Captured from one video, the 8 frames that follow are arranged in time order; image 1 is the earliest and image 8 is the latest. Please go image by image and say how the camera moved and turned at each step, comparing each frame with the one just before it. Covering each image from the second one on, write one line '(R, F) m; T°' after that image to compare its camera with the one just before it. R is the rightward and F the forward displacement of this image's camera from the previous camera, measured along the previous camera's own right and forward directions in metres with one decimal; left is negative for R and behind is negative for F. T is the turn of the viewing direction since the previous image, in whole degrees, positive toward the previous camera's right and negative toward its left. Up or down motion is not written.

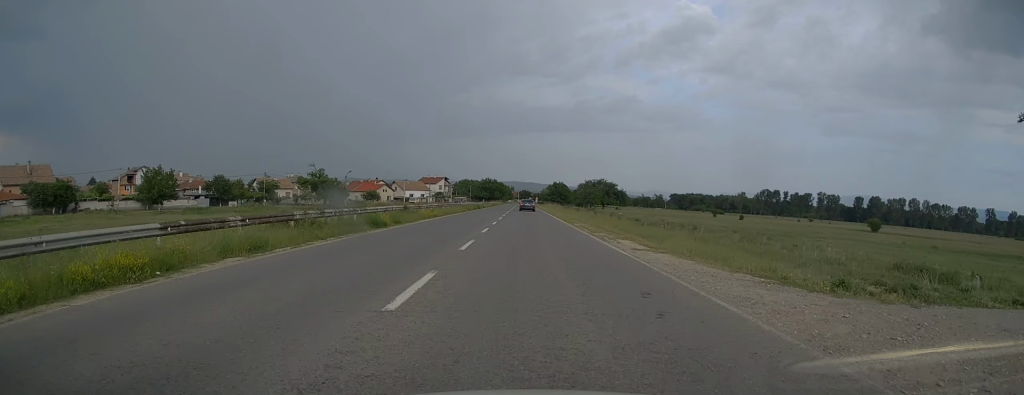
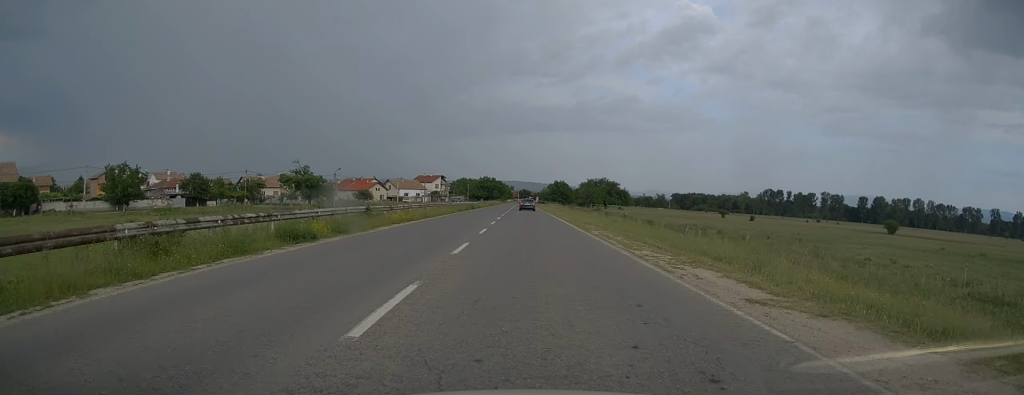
(0.0, +9.1) m; 0°
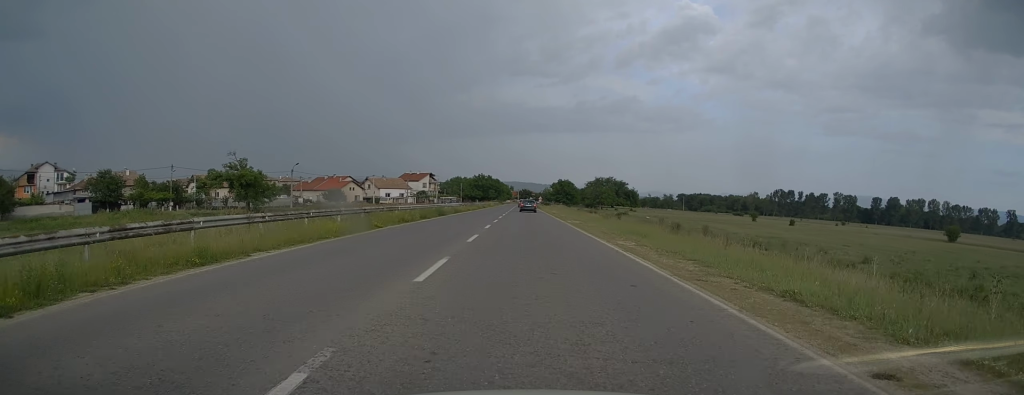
(+0.2, +27.3) m; 0°
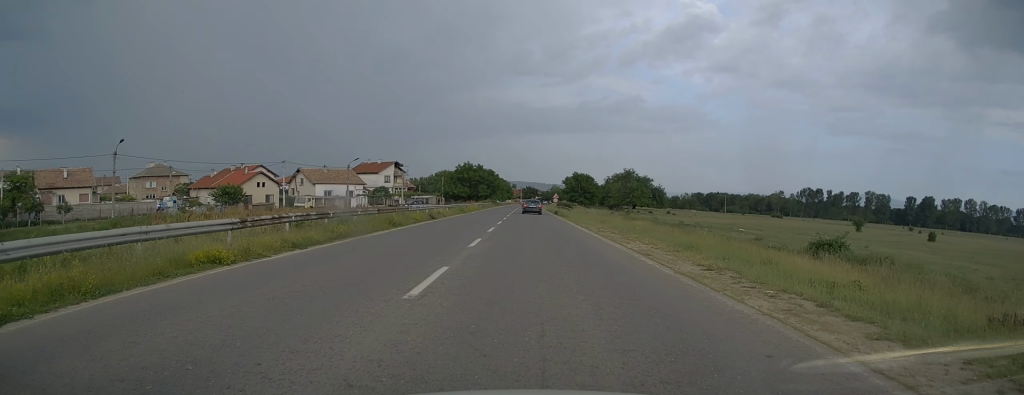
(-0.1, +55.6) m; 0°
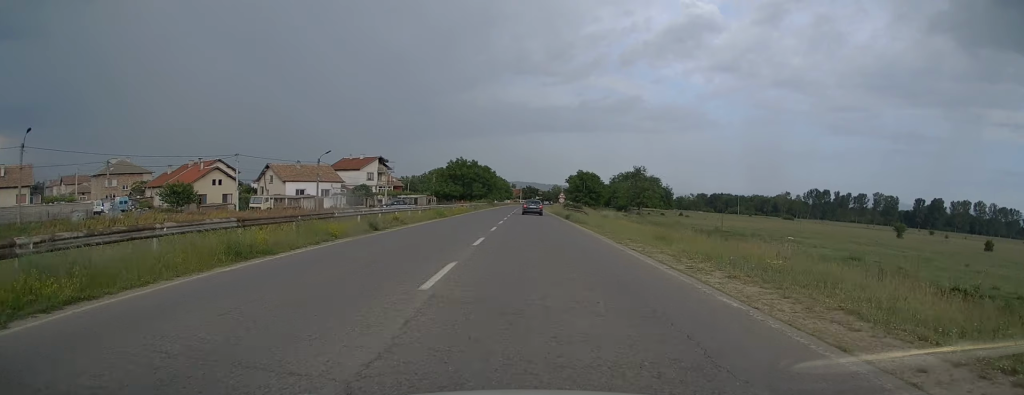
(-0.1, +14.8) m; 0°
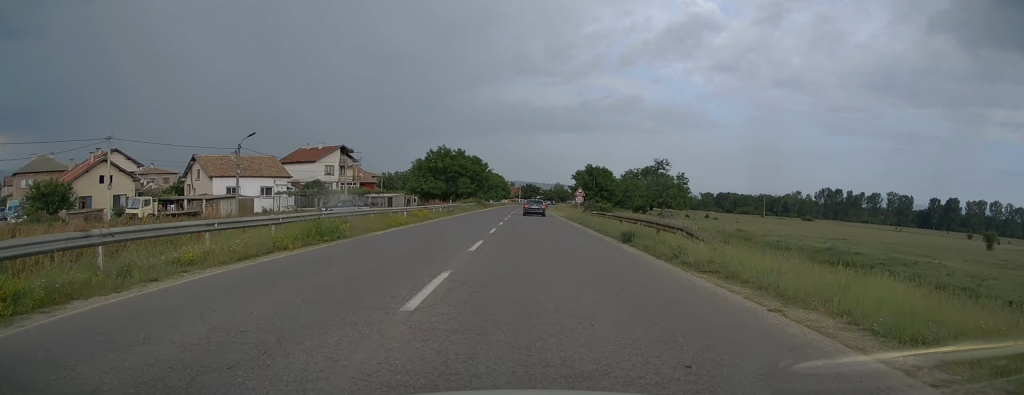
(+0.1, +24.7) m; -1°
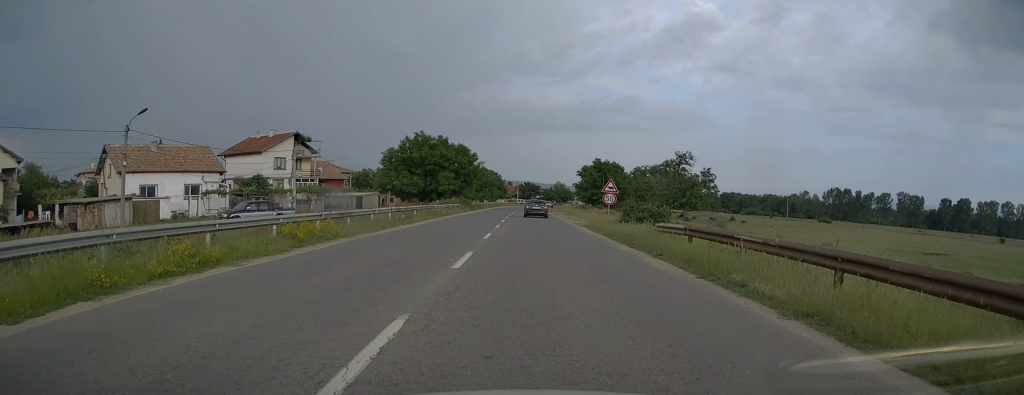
(-0.2, +18.9) m; 0°
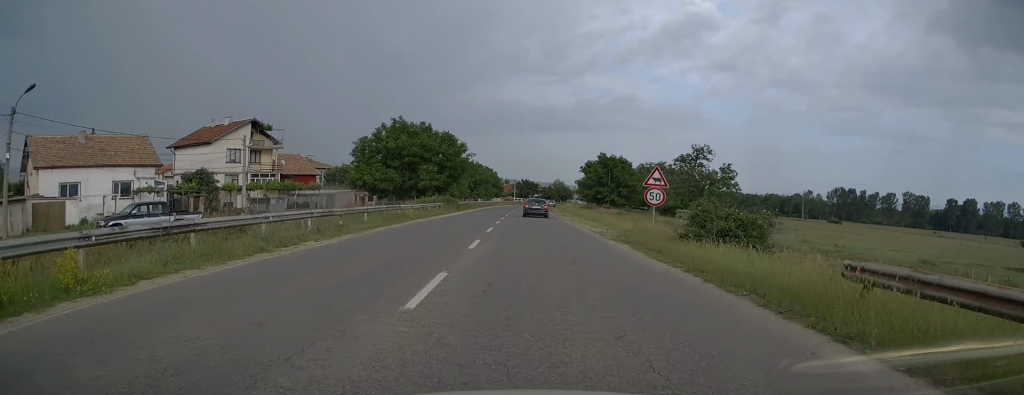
(+0.1, +11.9) m; +1°
